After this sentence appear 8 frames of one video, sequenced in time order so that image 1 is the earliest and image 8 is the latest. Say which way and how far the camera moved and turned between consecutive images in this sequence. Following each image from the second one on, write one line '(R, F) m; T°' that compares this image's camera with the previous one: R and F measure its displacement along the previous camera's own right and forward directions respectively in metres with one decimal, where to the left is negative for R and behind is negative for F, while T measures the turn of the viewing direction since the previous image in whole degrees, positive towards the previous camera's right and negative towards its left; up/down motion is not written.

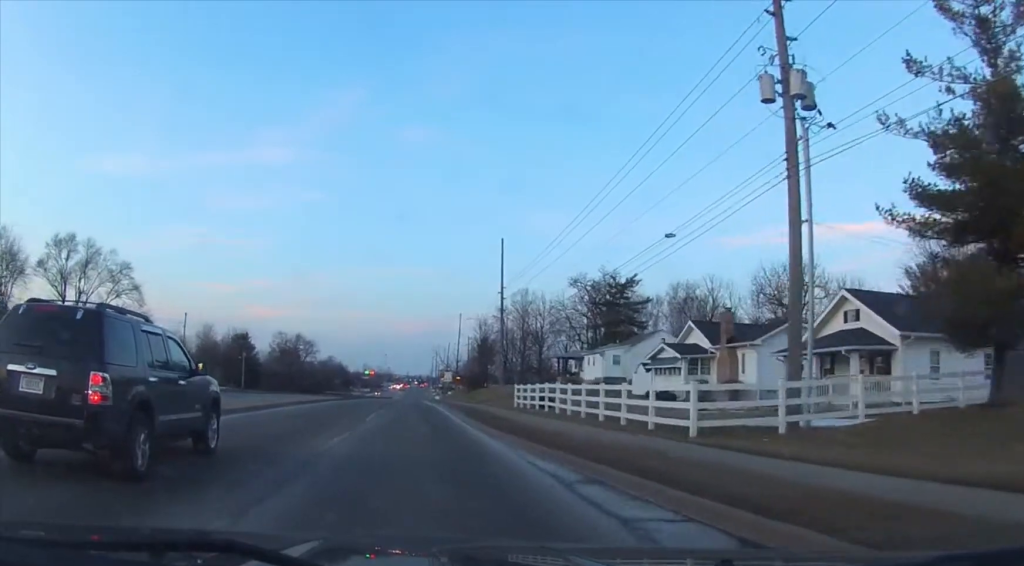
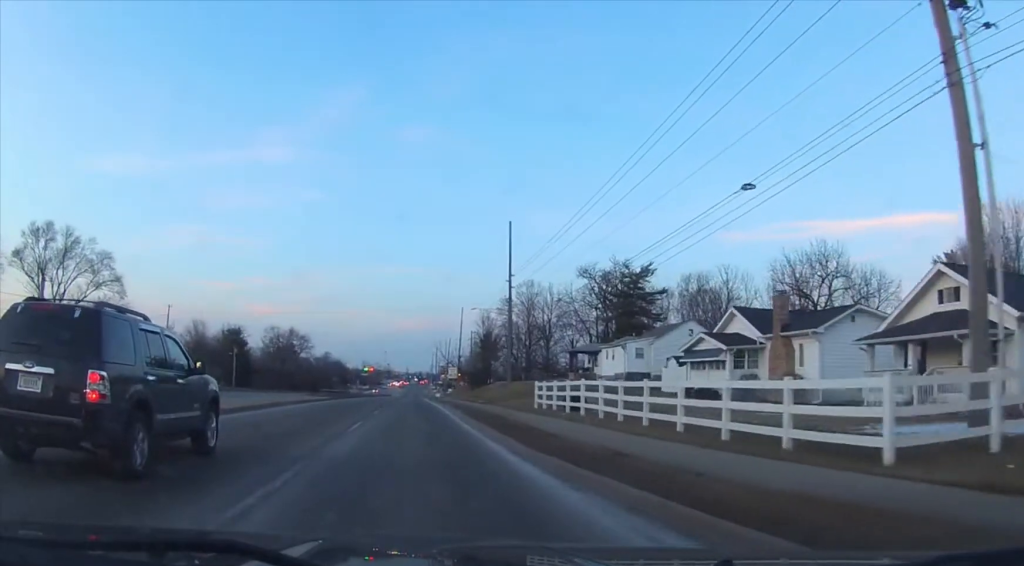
(0.0, +7.0) m; 0°
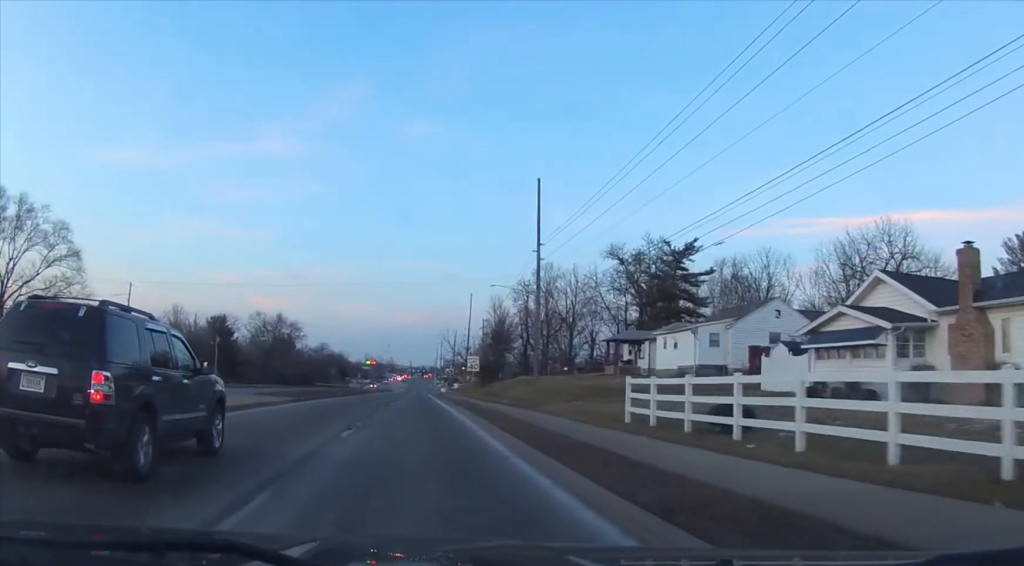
(0.0, +14.6) m; 0°
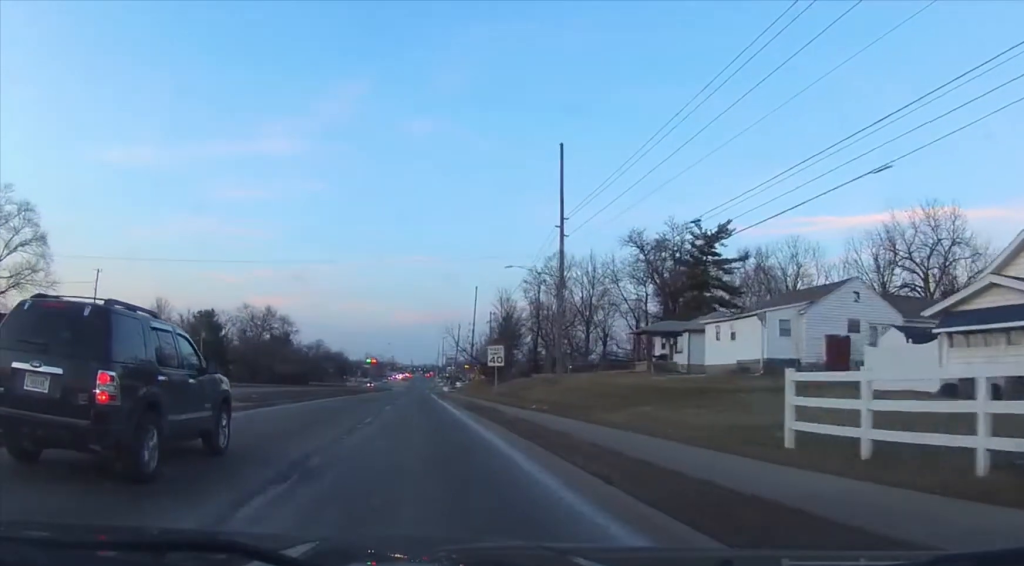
(0.0, +9.1) m; 0°
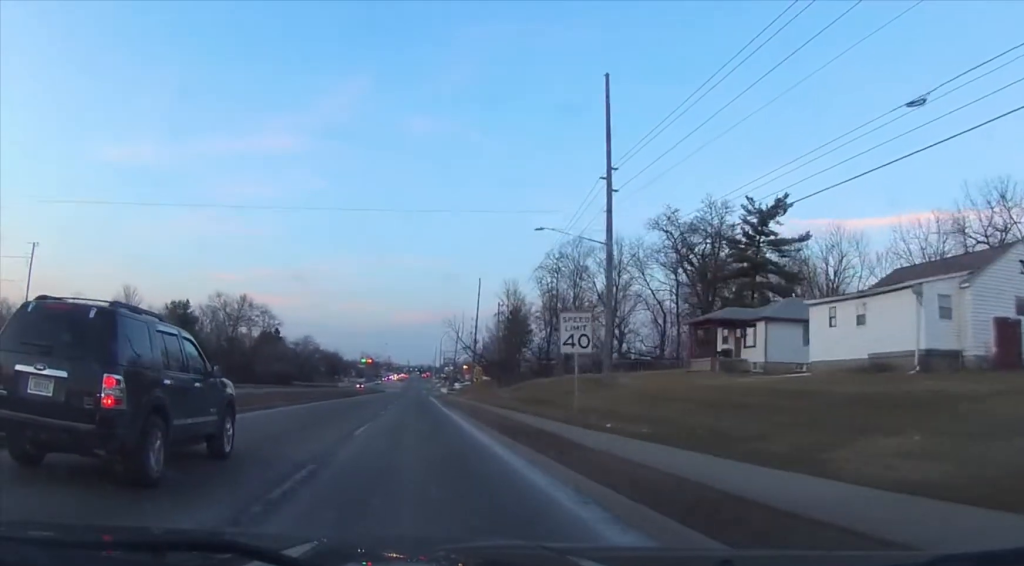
(0.0, +12.9) m; -1°
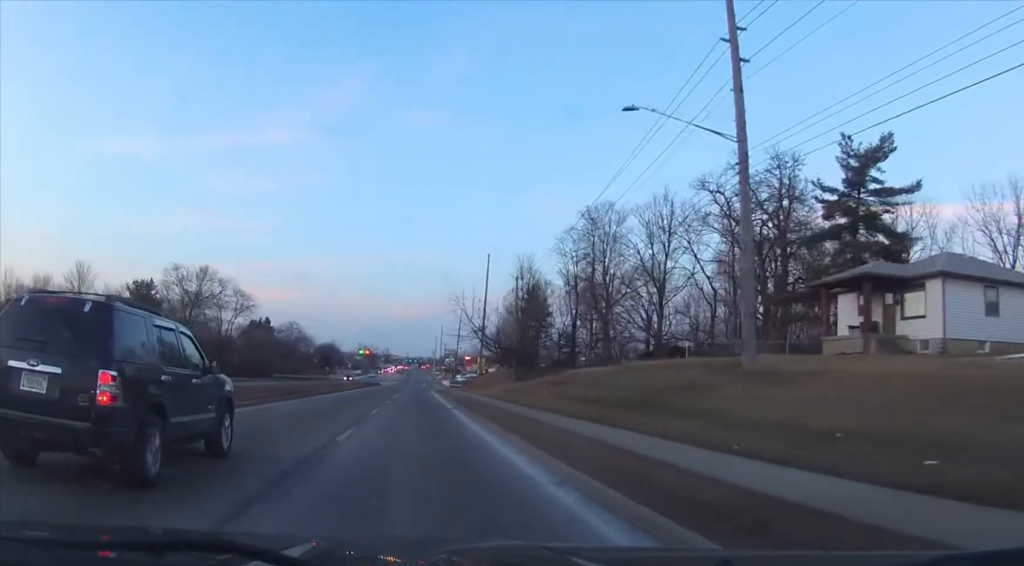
(-0.2, +16.1) m; 0°
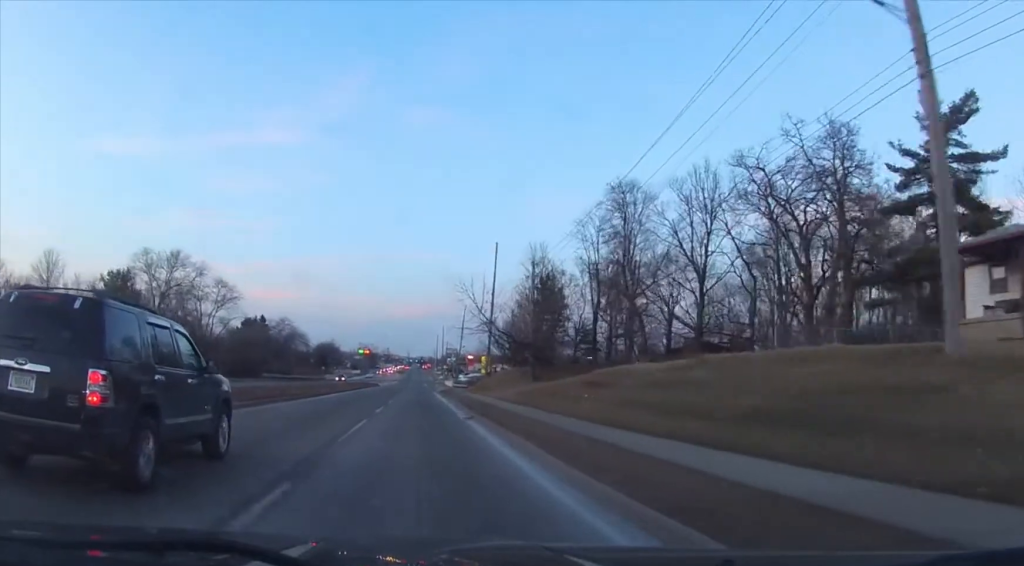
(0.0, +9.2) m; 0°
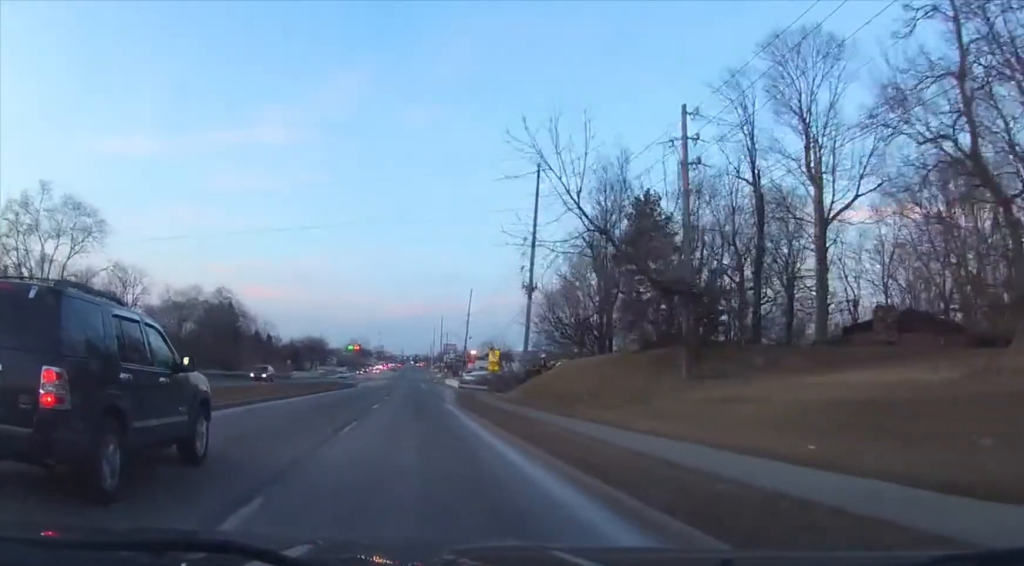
(+0.5, +37.6) m; +1°
